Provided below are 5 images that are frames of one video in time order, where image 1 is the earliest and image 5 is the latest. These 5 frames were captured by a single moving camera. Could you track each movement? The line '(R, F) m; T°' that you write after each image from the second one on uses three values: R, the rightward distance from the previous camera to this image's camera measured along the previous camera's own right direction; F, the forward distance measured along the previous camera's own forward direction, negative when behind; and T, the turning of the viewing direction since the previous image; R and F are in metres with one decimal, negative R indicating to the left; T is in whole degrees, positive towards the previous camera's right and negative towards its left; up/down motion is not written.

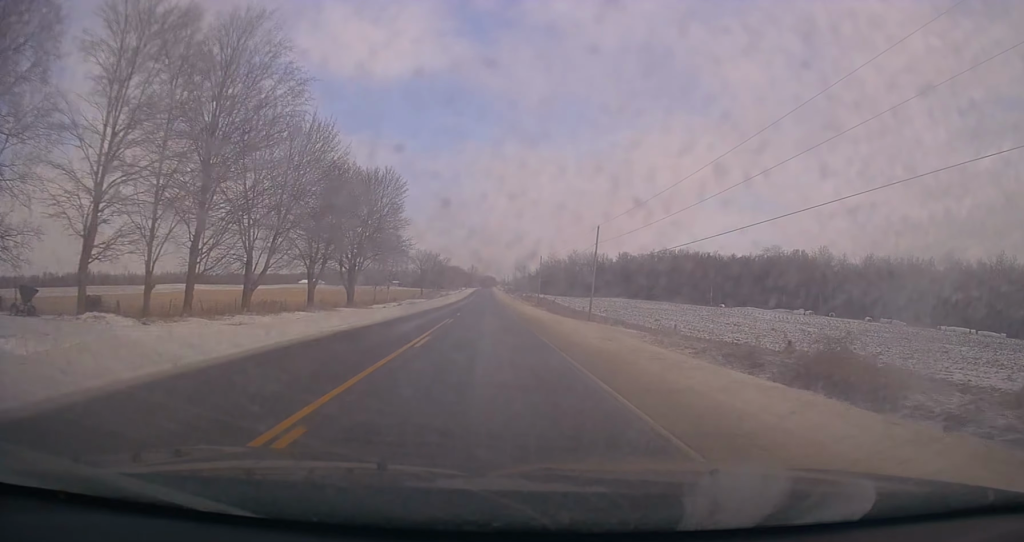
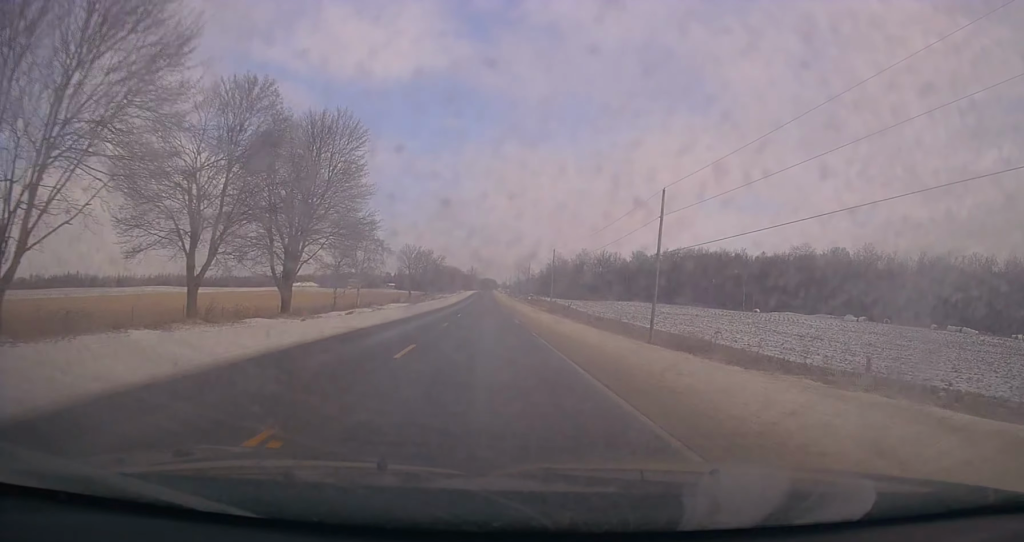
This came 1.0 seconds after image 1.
(+0.2, +24.0) m; 0°
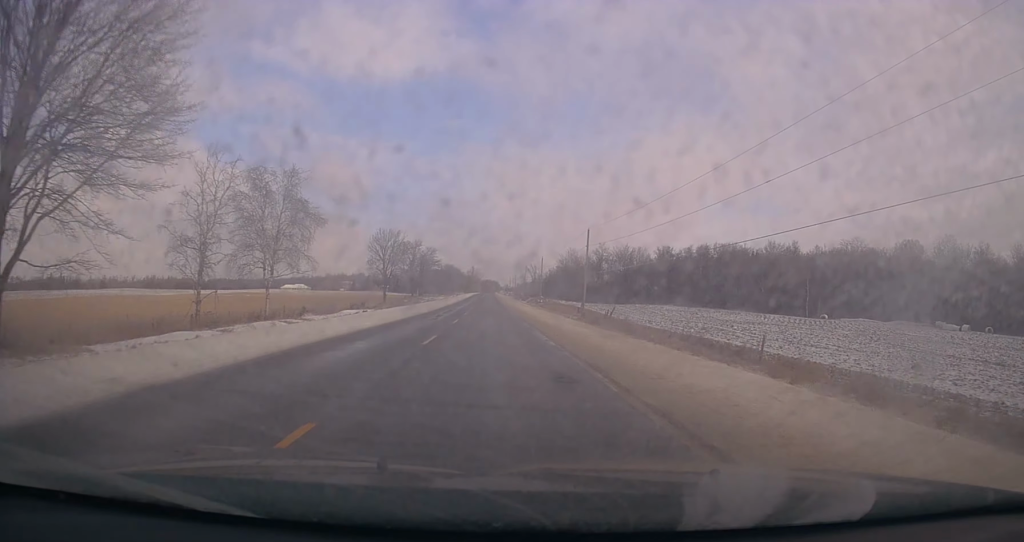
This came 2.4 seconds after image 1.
(-0.4, +34.3) m; -1°
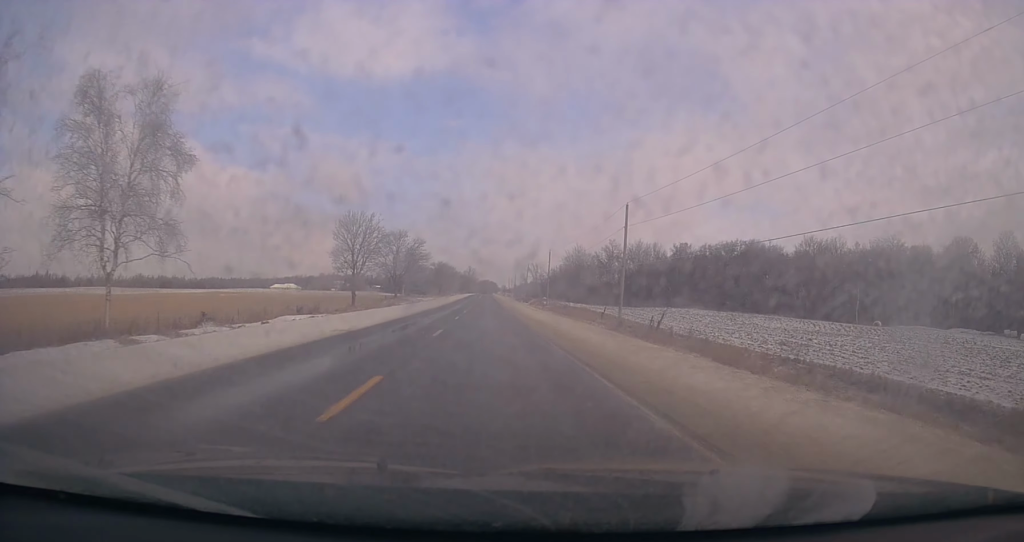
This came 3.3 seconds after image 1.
(+0.1, +20.9) m; +1°
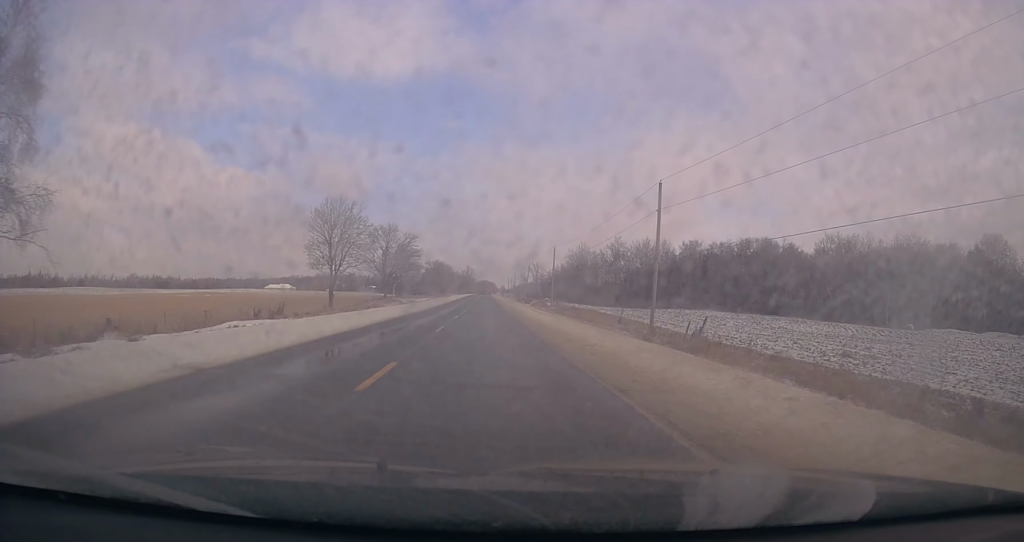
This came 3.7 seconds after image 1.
(+0.1, +10.7) m; 0°
